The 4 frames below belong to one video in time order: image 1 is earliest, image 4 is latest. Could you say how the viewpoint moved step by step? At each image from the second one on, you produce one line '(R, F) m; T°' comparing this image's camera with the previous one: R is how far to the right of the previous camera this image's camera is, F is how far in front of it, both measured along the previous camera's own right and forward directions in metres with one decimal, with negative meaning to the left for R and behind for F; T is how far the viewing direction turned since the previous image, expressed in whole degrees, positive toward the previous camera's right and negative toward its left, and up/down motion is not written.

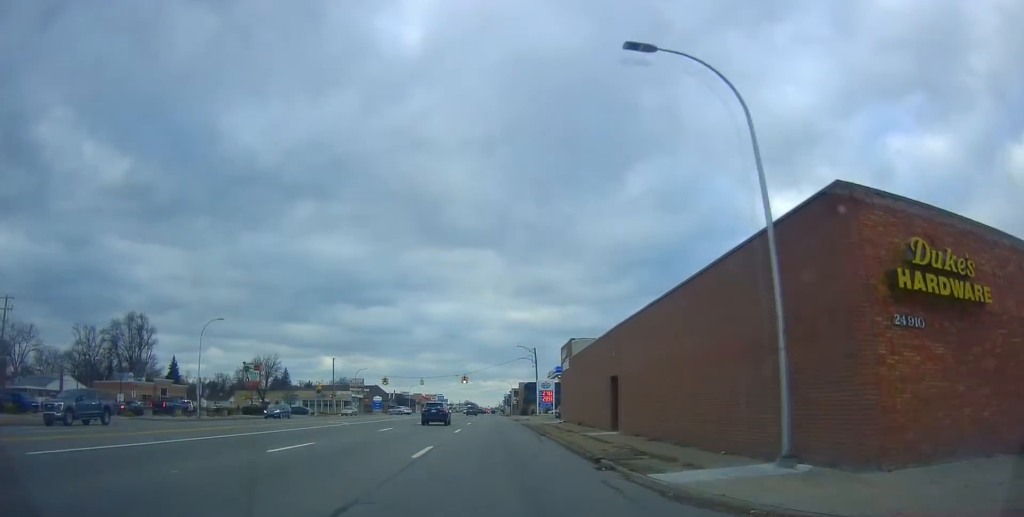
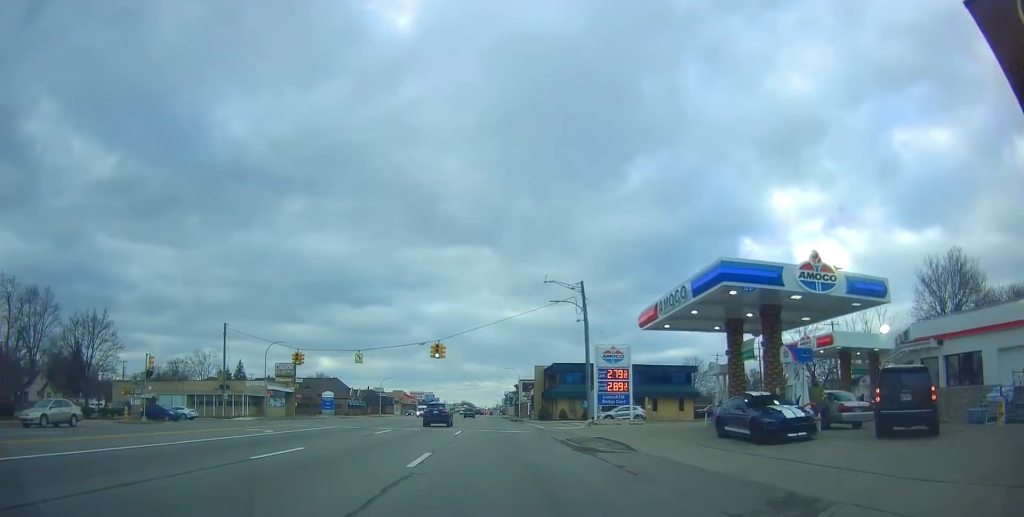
(+1.1, +47.8) m; +2°
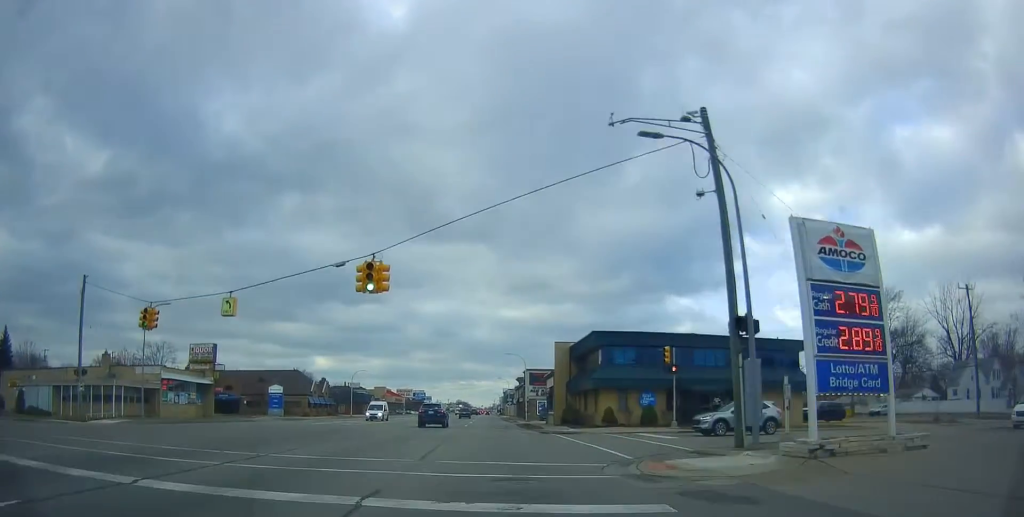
(-0.2, +26.9) m; 0°
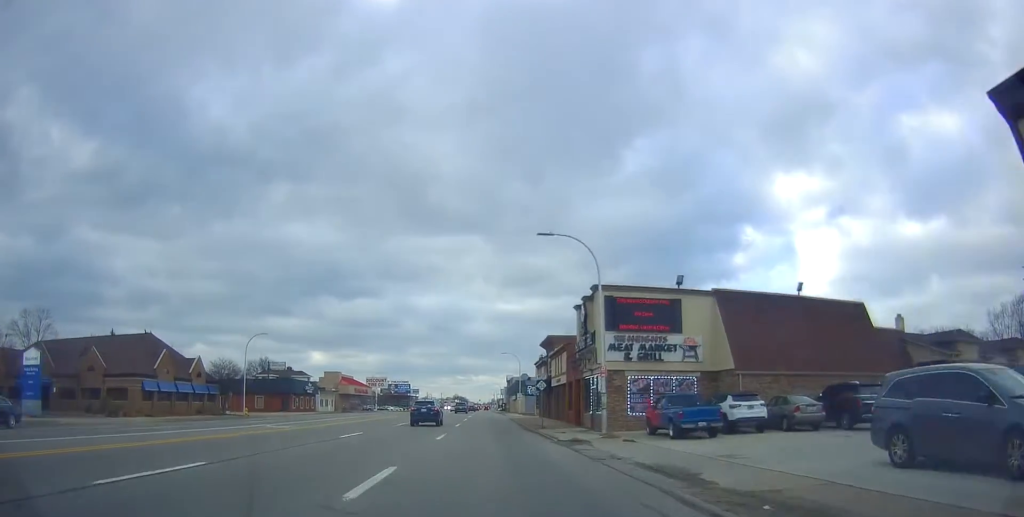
(+0.3, +51.9) m; +2°
